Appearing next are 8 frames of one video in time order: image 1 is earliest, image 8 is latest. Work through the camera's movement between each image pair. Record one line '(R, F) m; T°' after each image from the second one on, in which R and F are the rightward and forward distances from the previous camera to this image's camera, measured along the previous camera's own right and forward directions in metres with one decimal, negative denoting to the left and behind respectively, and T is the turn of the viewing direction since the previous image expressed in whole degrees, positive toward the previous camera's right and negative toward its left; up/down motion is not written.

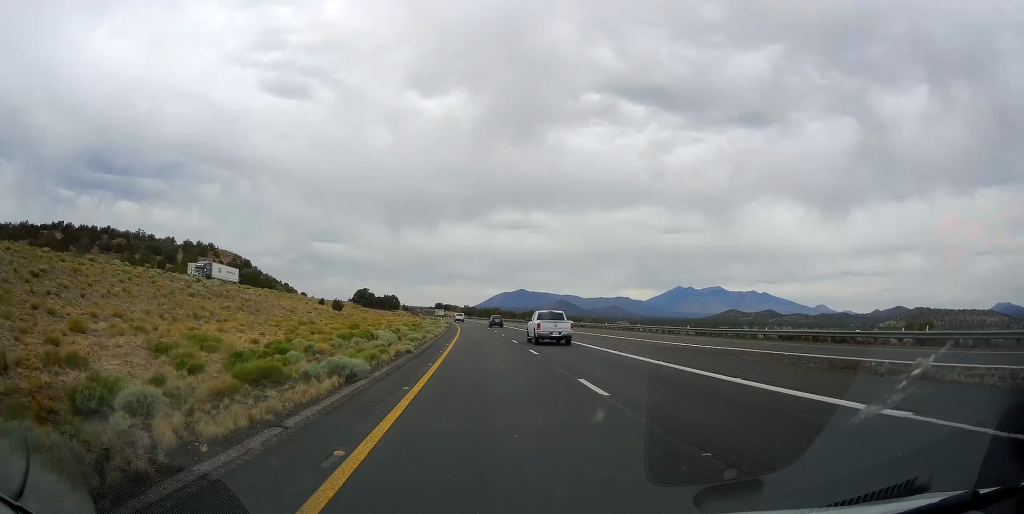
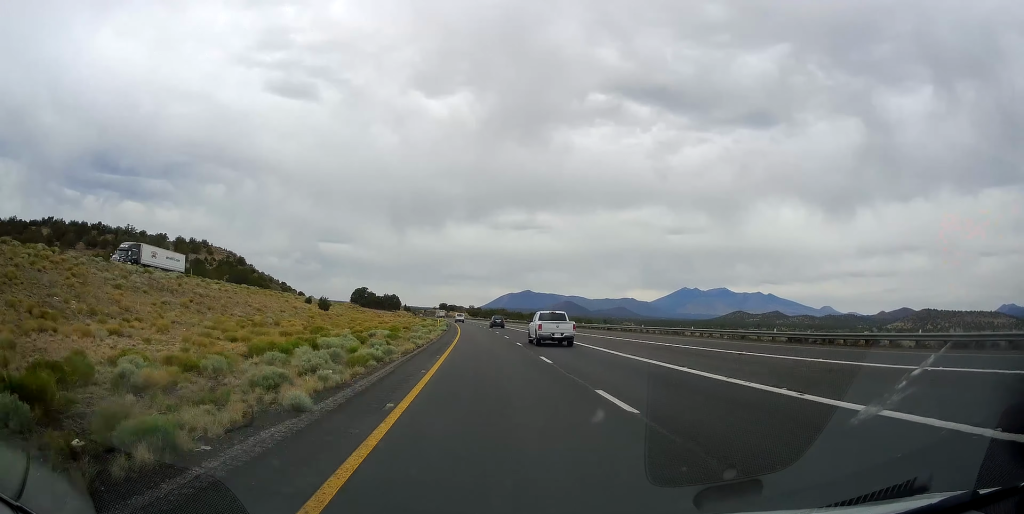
(0.0, +15.1) m; -1°
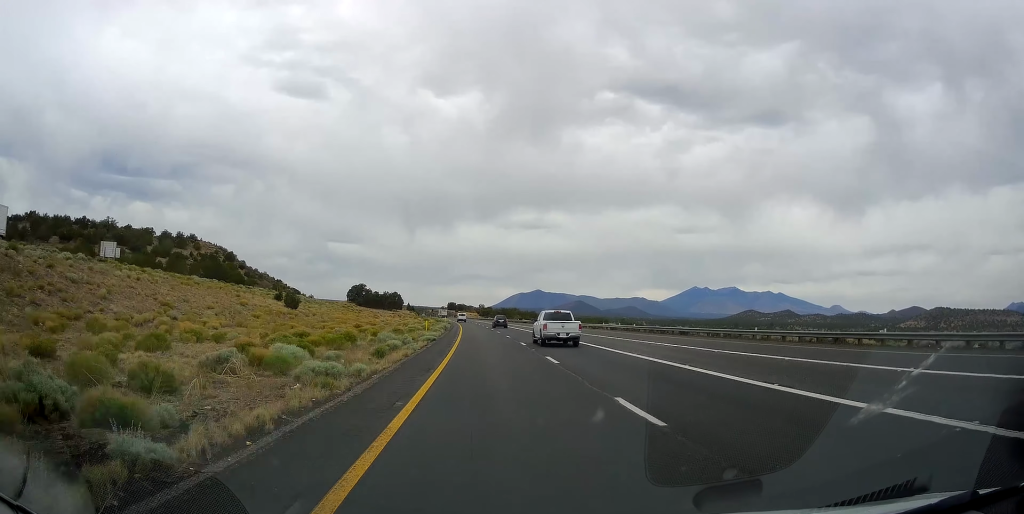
(-0.3, +24.7) m; -1°
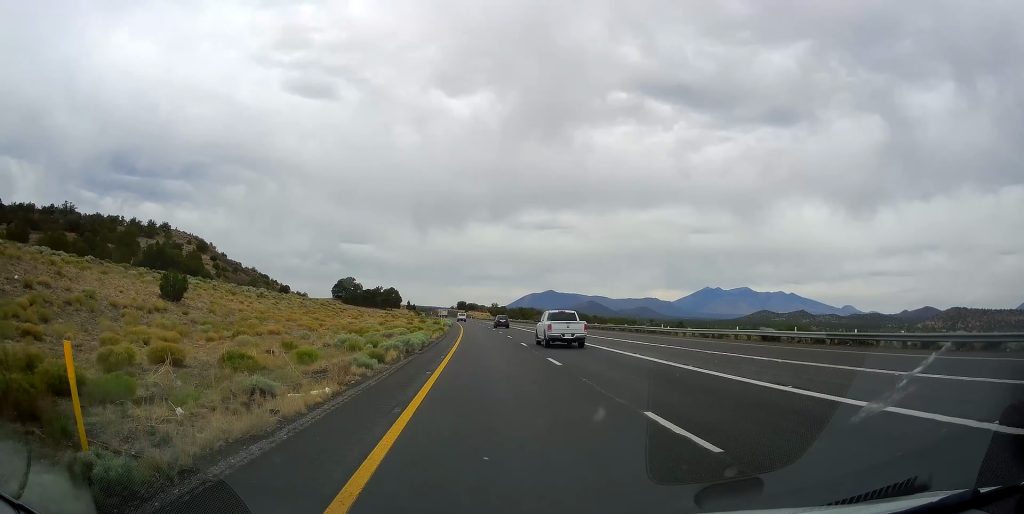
(-0.7, +38.1) m; -1°
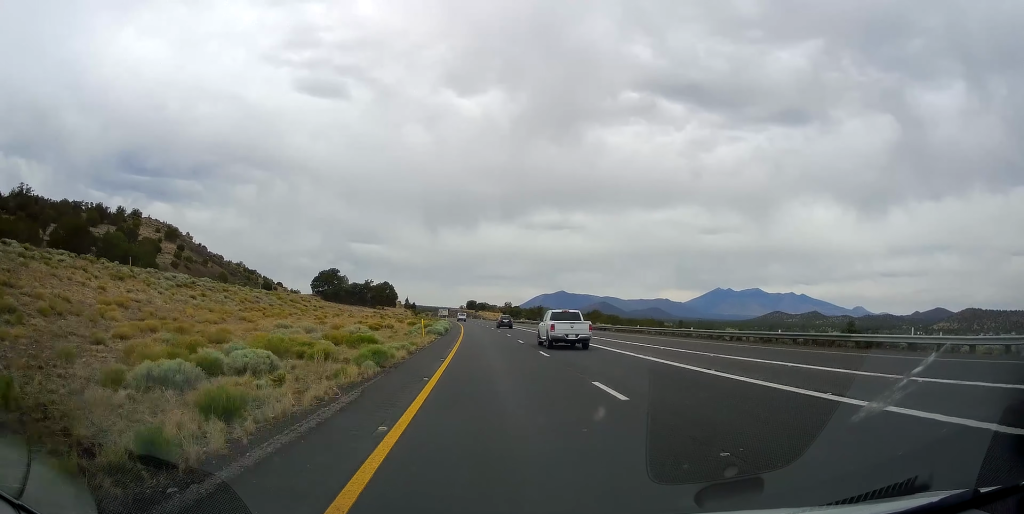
(-0.1, +32.5) m; -1°
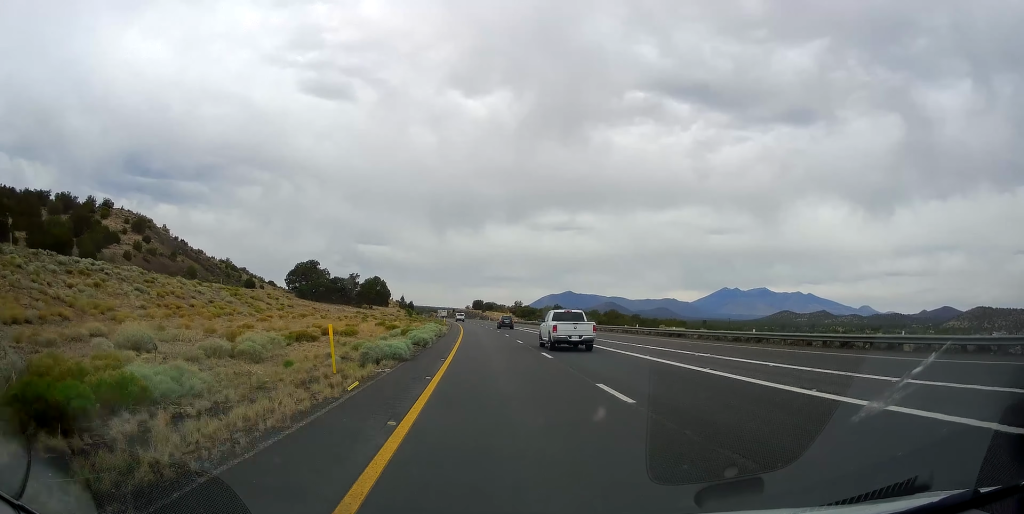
(-0.4, +24.2) m; -1°
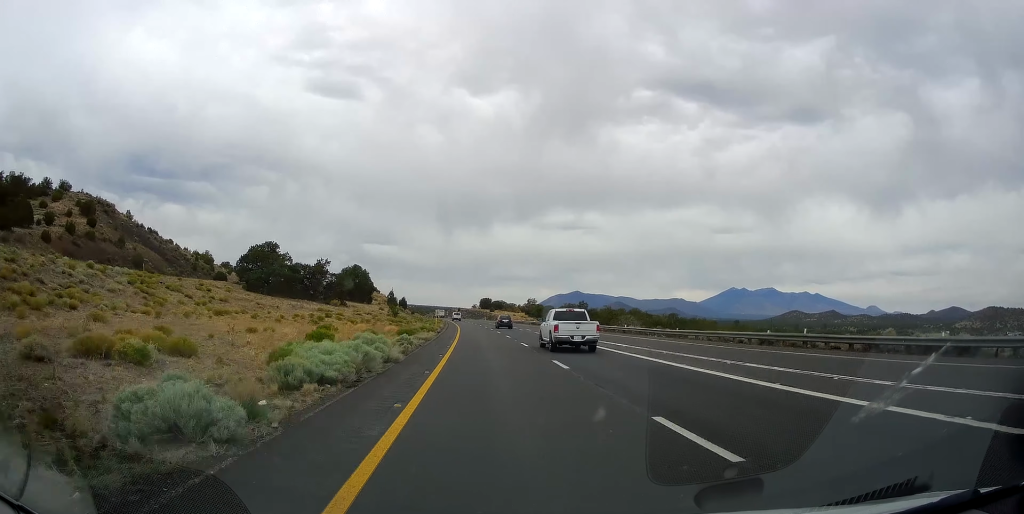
(-0.1, +29.5) m; 0°
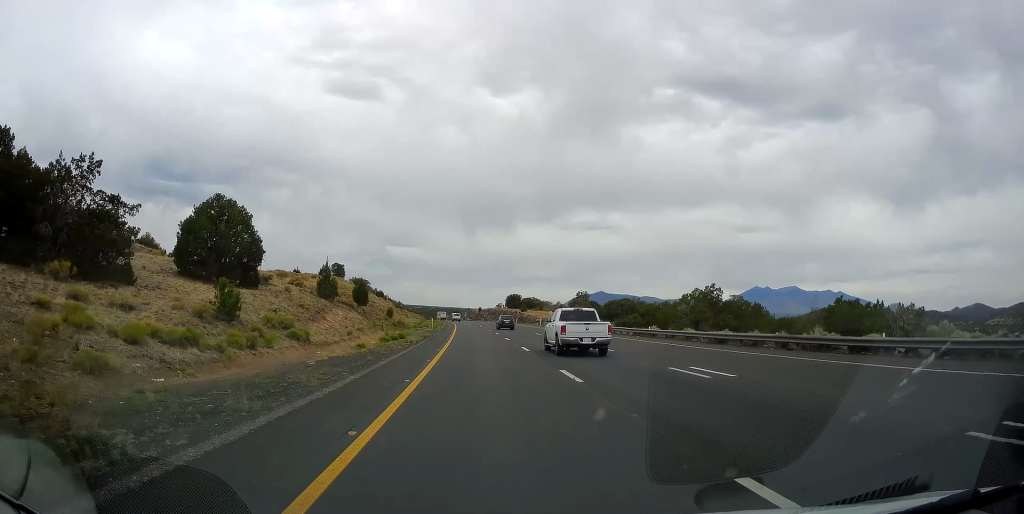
(-0.8, +64.0) m; -3°
